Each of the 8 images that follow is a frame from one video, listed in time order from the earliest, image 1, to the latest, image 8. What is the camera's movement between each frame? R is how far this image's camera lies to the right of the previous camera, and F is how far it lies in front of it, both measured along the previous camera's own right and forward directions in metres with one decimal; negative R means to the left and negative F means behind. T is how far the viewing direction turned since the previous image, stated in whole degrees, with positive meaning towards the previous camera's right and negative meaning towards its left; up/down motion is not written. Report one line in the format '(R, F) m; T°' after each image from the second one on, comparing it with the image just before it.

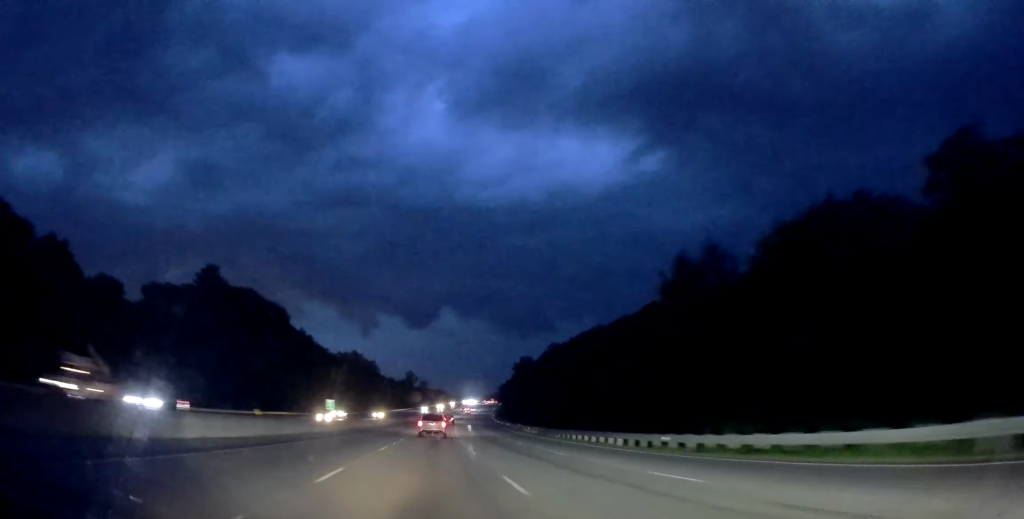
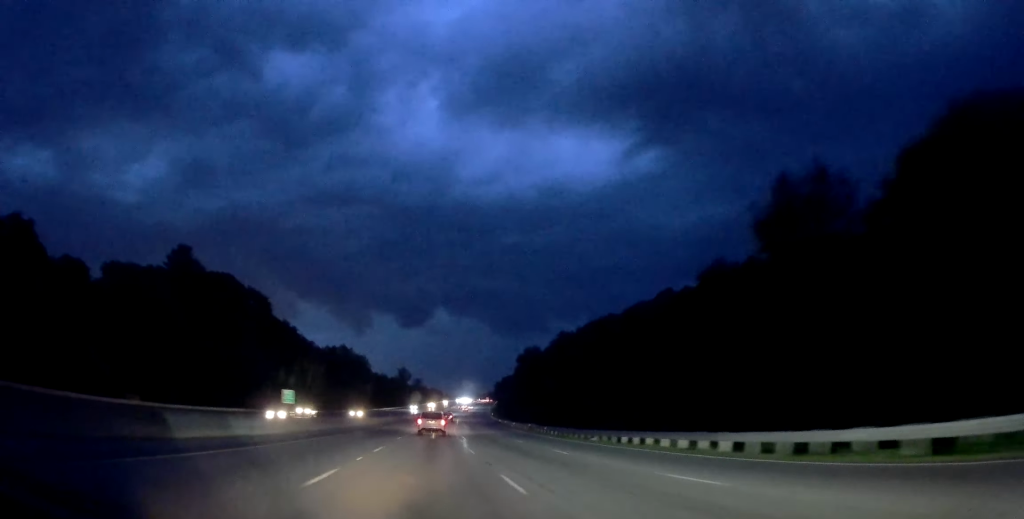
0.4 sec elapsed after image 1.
(+0.2, +12.7) m; 0°
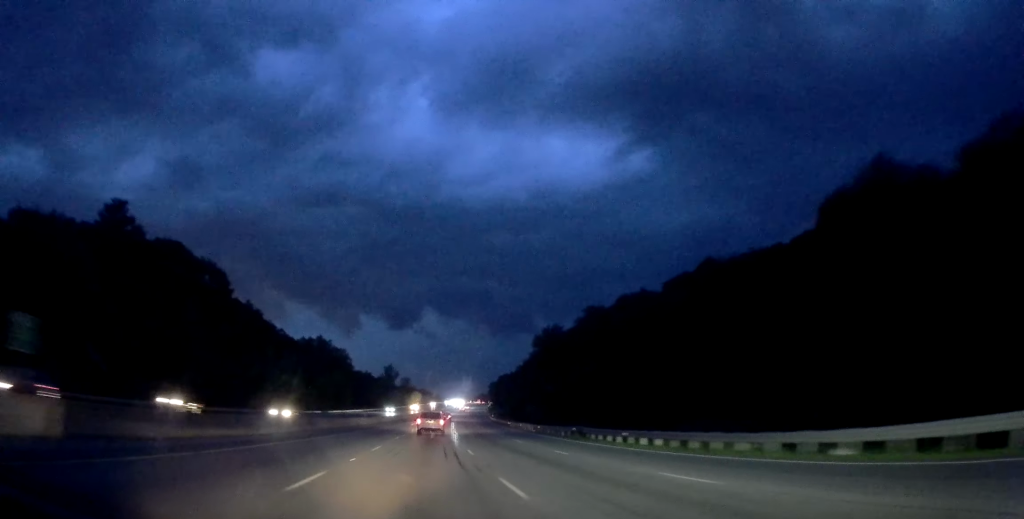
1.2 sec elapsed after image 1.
(+0.2, +25.3) m; +1°
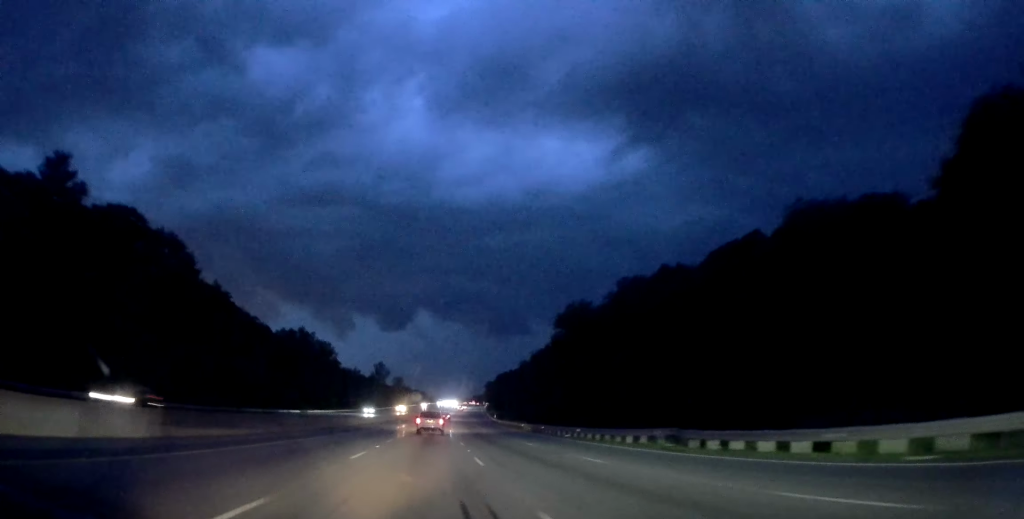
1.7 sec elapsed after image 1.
(-0.1, +16.8) m; +1°
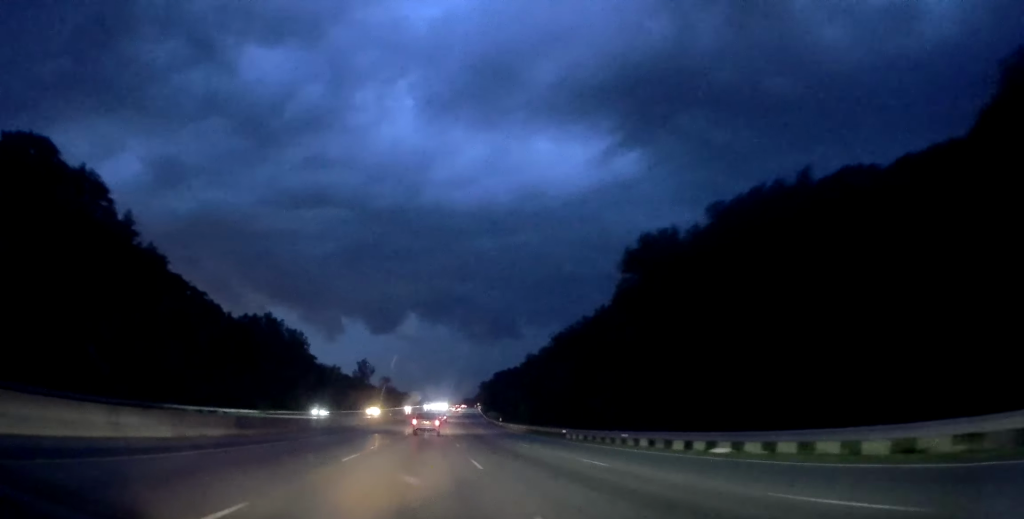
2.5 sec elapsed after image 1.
(+0.4, +24.2) m; +1°
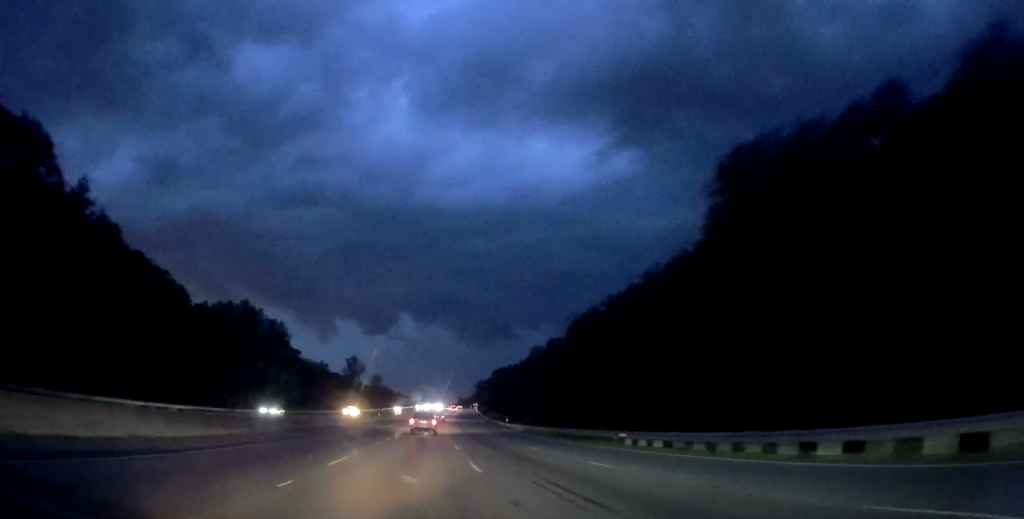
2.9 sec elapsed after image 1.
(0.0, +13.7) m; +1°
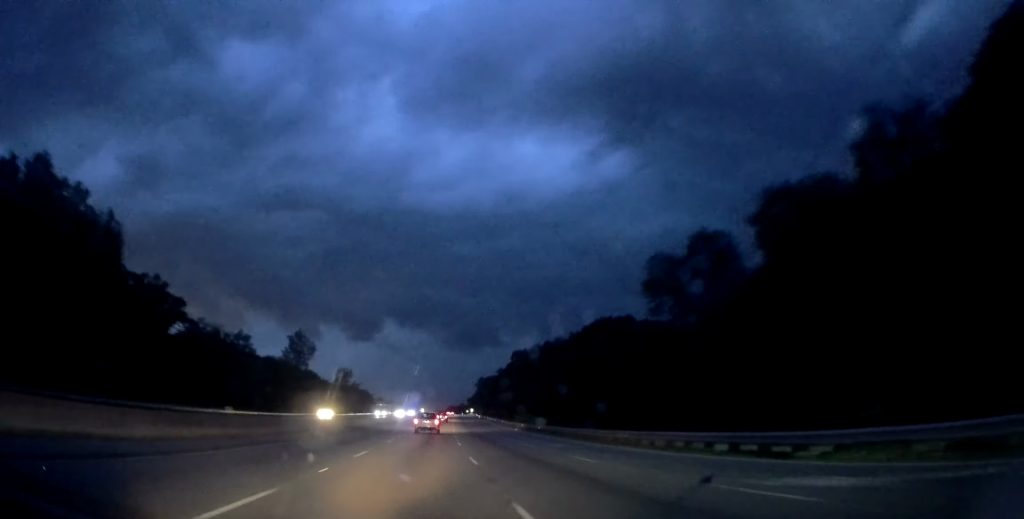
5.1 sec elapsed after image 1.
(+2.0, +68.0) m; +2°
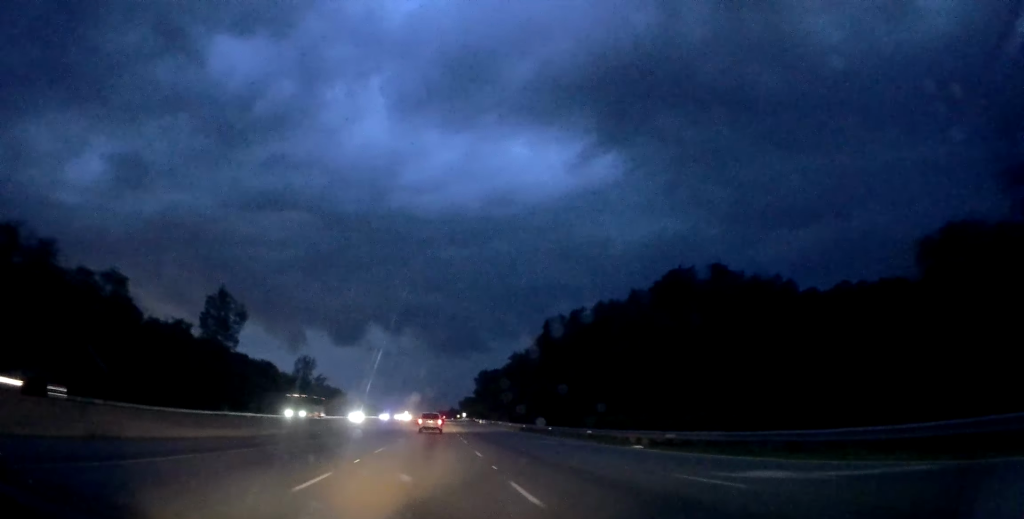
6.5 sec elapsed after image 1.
(0.0, +44.8) m; 0°
